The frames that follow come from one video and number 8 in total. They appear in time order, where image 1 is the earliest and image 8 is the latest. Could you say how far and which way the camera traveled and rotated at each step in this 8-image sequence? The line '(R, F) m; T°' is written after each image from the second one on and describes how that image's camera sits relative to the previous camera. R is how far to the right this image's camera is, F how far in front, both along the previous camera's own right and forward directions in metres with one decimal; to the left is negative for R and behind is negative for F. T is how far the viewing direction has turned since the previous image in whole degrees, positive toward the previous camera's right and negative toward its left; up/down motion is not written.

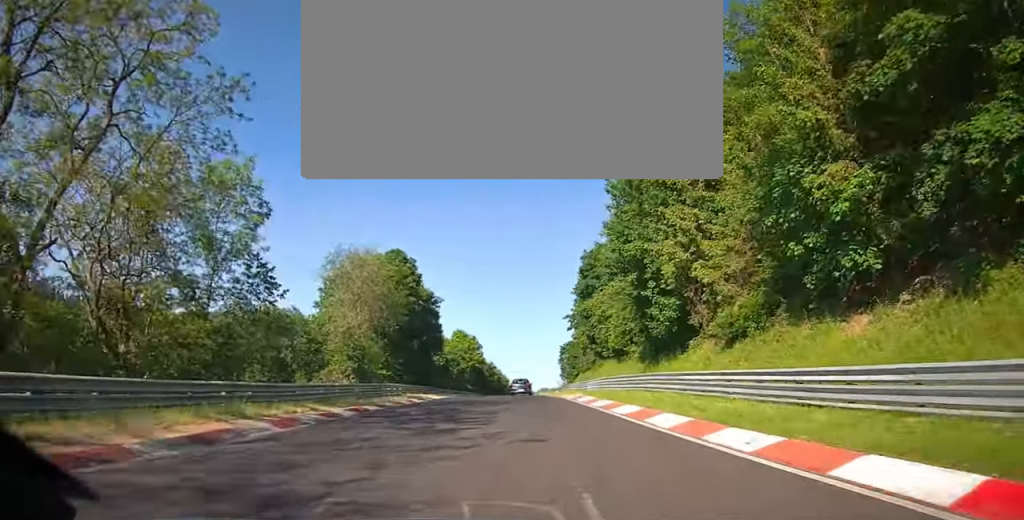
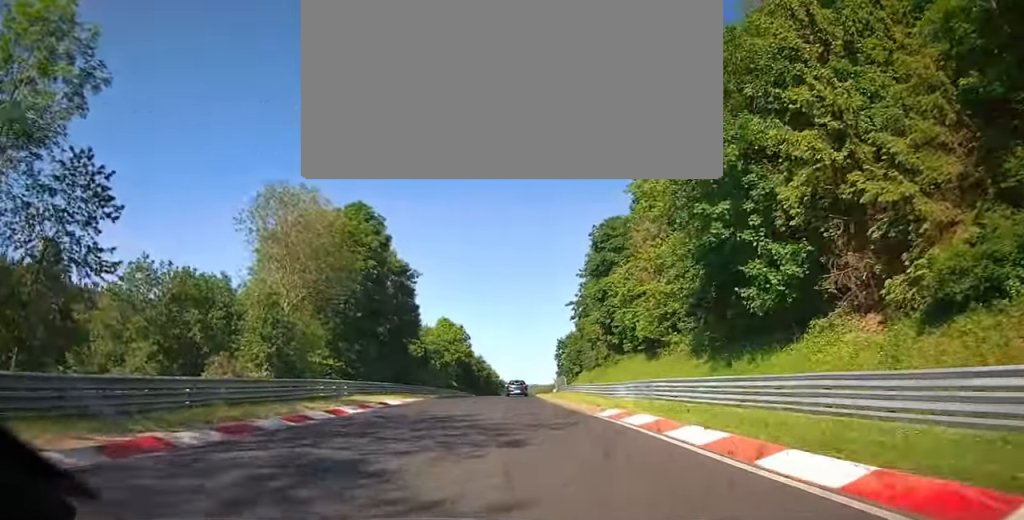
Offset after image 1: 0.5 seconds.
(+0.2, +14.8) m; 0°
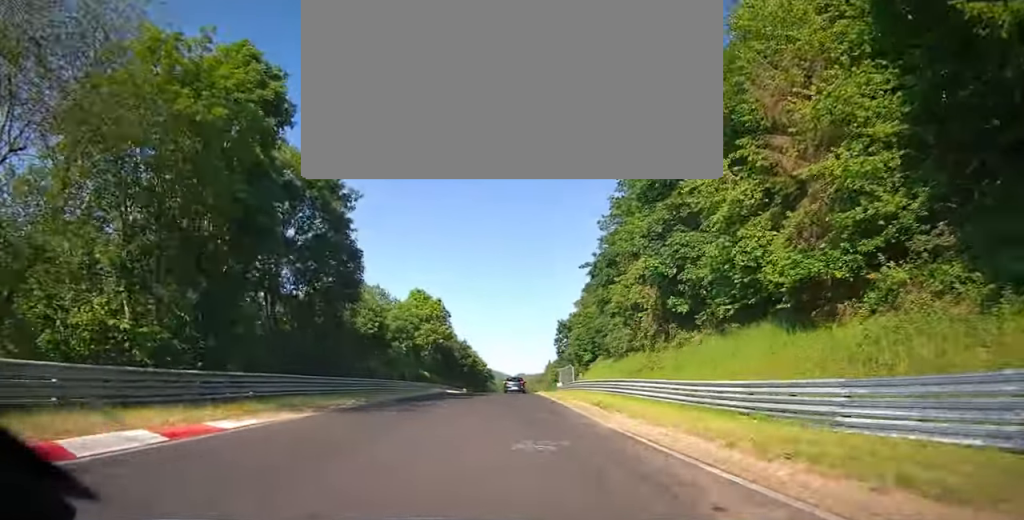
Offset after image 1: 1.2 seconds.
(+0.1, +21.9) m; 0°
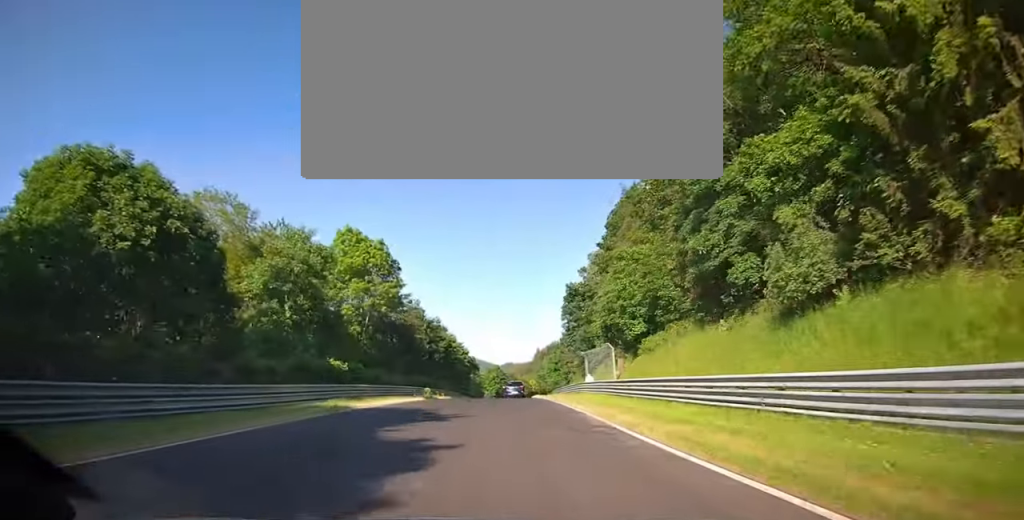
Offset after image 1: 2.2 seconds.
(-0.1, +32.4) m; 0°
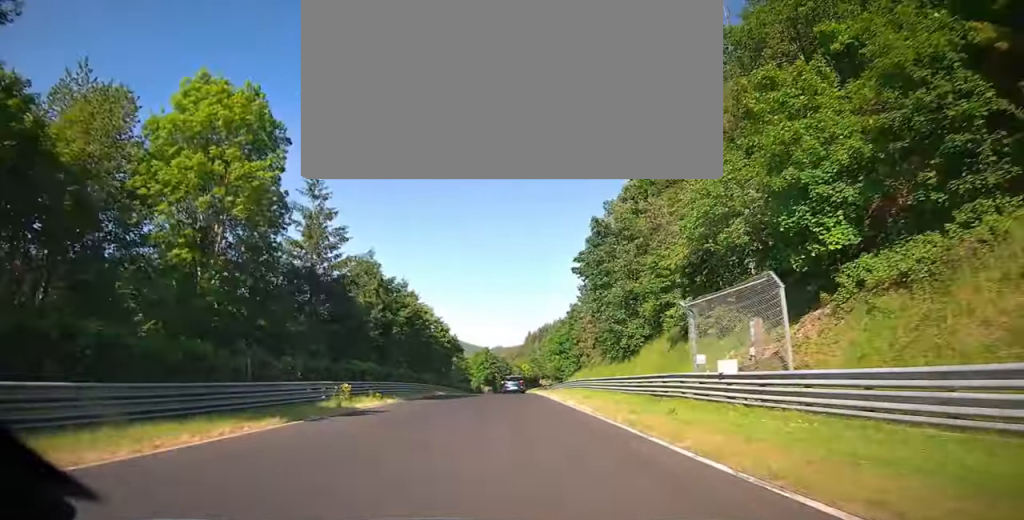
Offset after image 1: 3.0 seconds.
(+0.2, +25.9) m; 0°
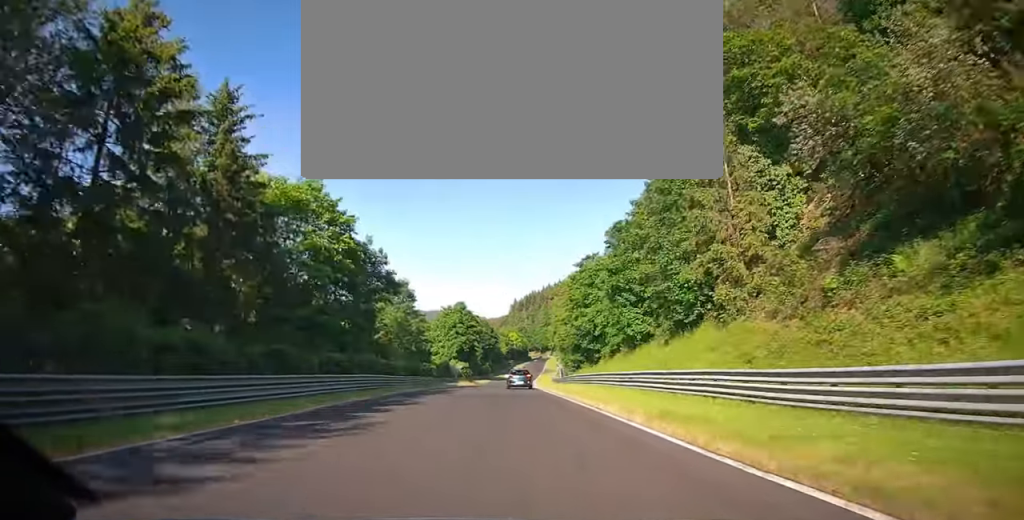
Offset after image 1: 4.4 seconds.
(+0.1, +51.5) m; +1°
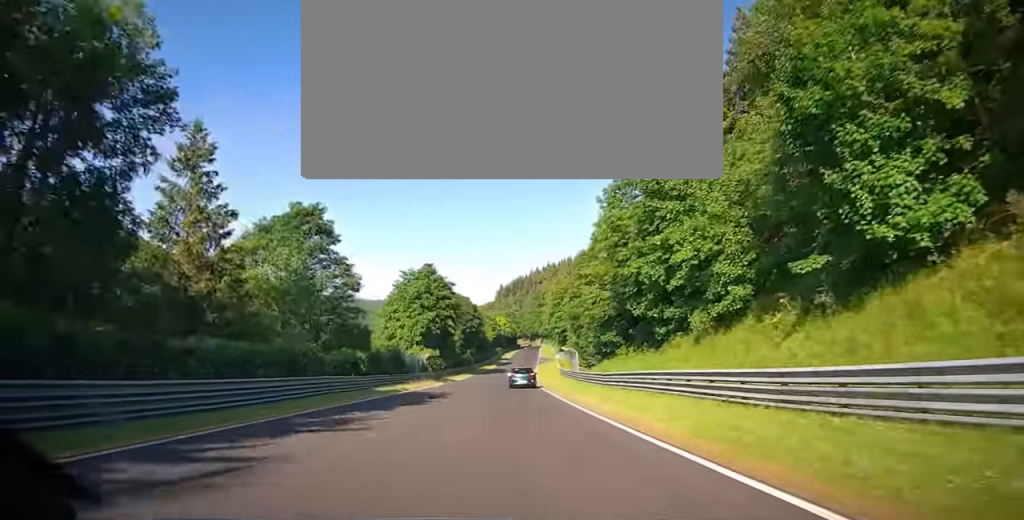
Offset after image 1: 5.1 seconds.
(+0.2, +29.5) m; +1°
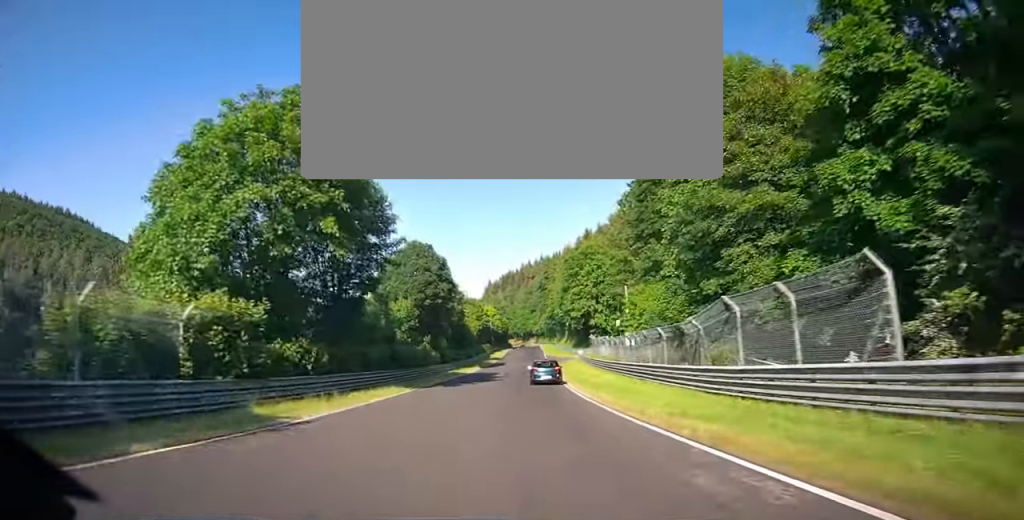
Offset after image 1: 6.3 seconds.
(+0.5, +46.4) m; 0°
